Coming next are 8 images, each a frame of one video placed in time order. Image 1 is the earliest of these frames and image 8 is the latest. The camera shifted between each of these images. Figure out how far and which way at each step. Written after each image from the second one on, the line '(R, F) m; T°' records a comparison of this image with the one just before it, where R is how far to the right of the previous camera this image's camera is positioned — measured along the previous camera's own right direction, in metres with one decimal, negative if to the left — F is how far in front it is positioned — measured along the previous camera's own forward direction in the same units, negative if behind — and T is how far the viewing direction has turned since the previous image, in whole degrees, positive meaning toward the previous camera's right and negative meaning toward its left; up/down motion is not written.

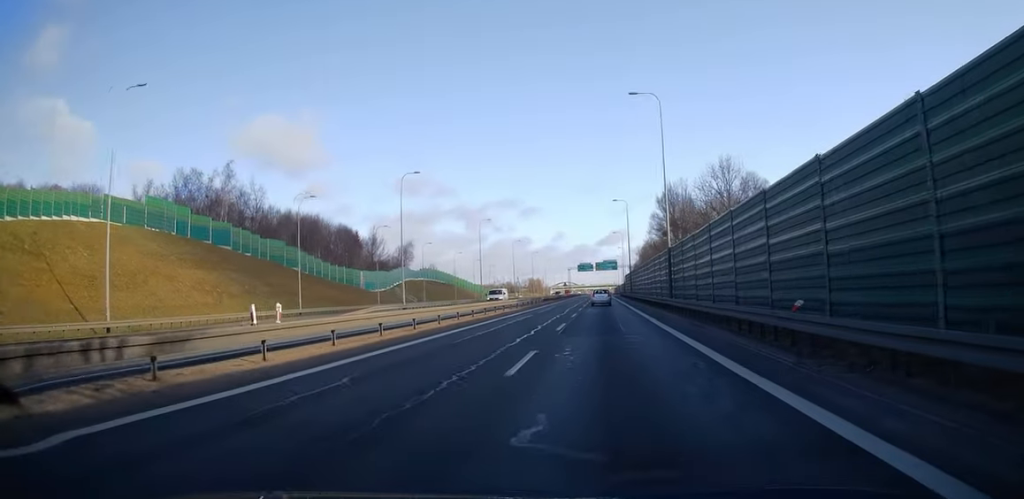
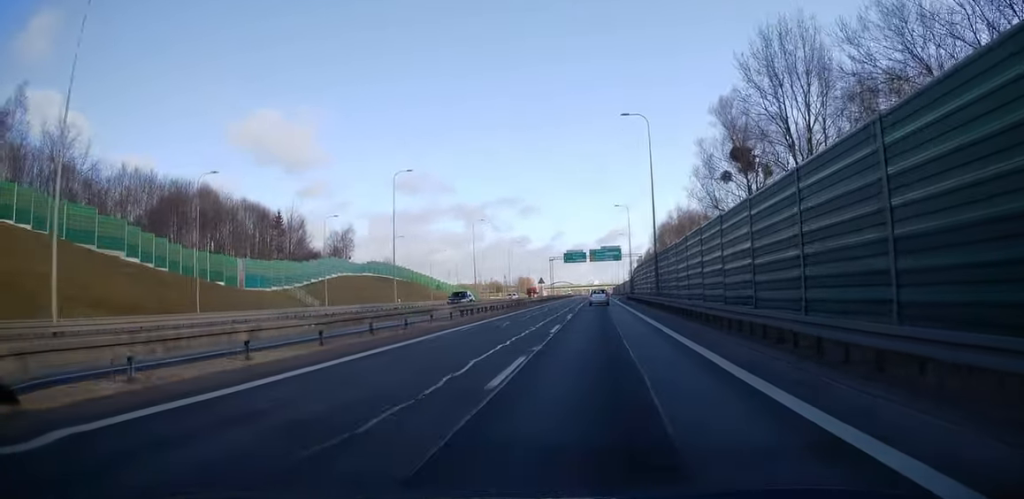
(+0.1, +48.5) m; 0°
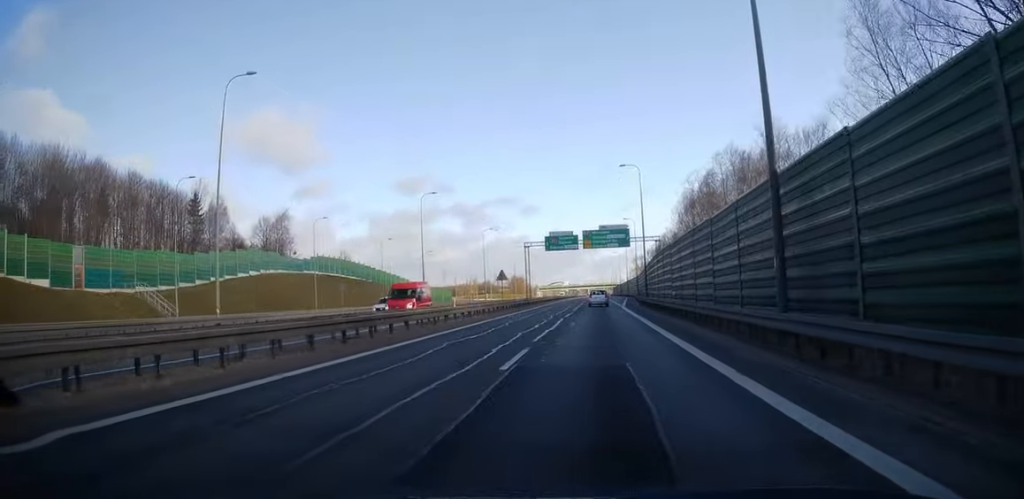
(-0.1, +33.8) m; 0°
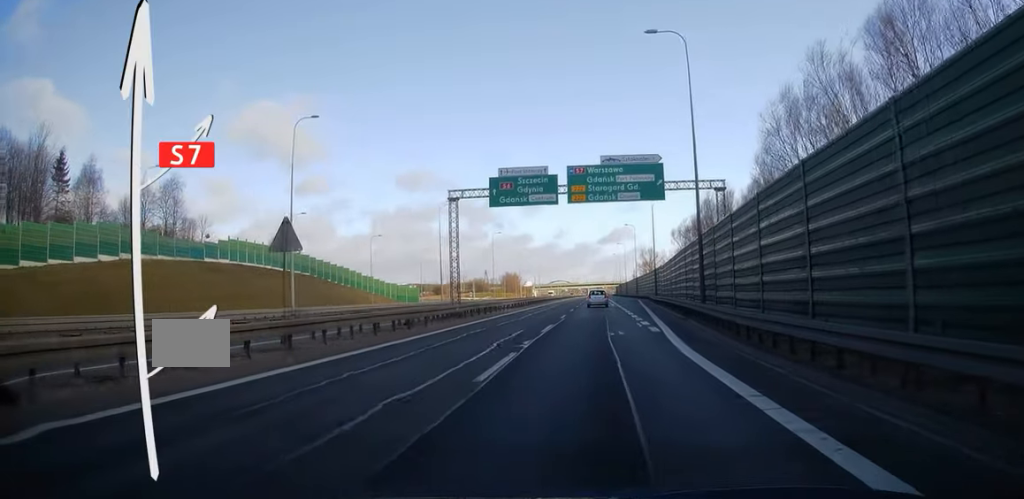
(0.0, +37.1) m; 0°
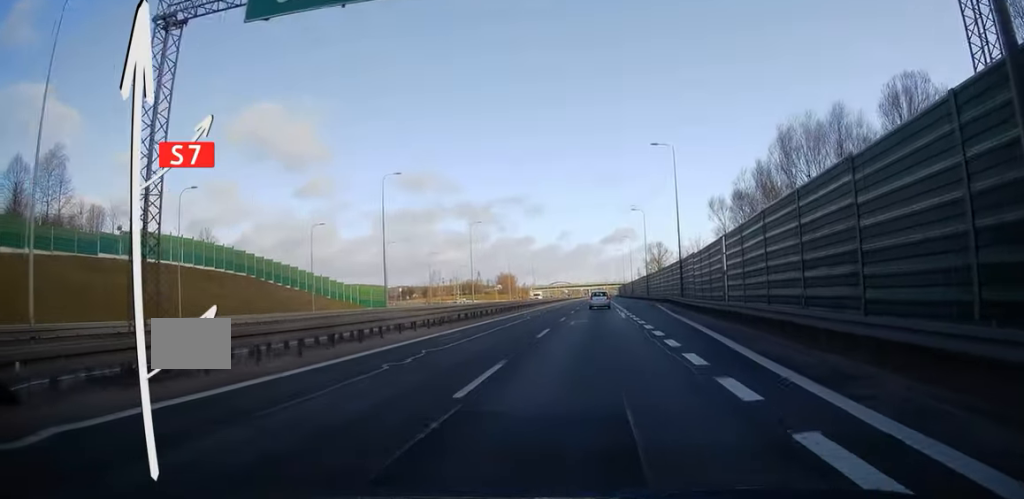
(0.0, +25.5) m; 0°
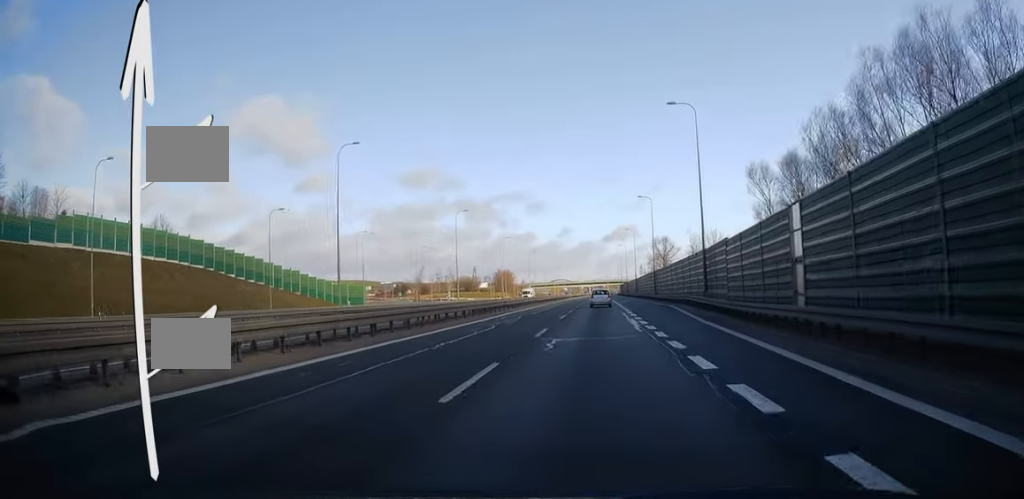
(0.0, +12.9) m; 0°
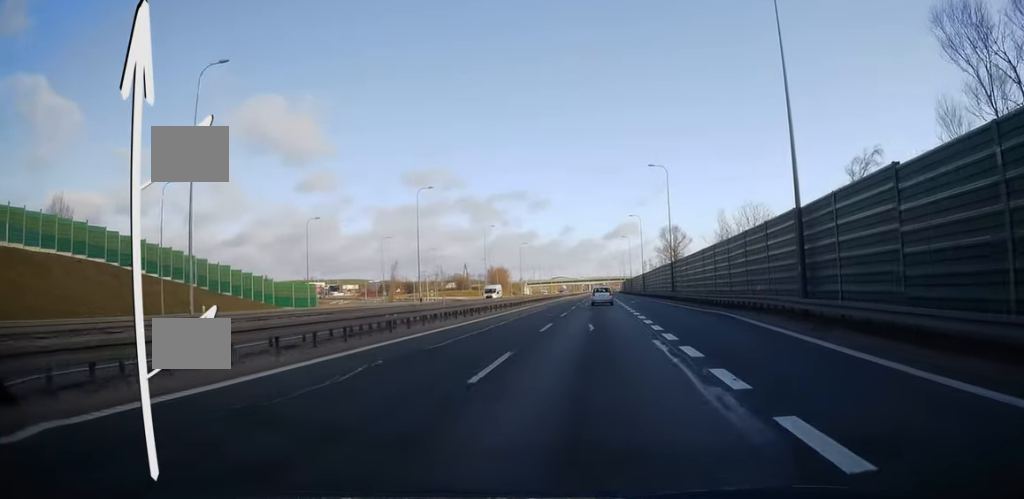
(-0.1, +22.2) m; 0°
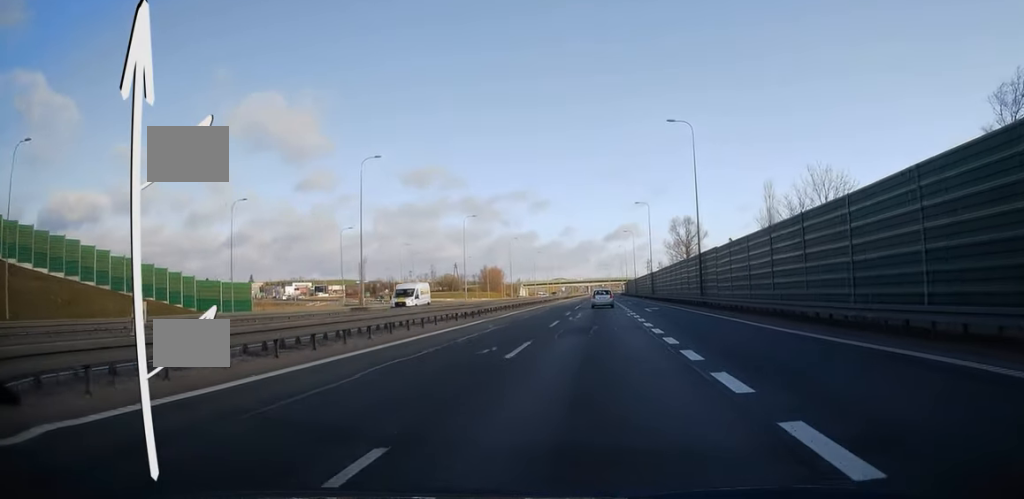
(0.0, +20.1) m; 0°
